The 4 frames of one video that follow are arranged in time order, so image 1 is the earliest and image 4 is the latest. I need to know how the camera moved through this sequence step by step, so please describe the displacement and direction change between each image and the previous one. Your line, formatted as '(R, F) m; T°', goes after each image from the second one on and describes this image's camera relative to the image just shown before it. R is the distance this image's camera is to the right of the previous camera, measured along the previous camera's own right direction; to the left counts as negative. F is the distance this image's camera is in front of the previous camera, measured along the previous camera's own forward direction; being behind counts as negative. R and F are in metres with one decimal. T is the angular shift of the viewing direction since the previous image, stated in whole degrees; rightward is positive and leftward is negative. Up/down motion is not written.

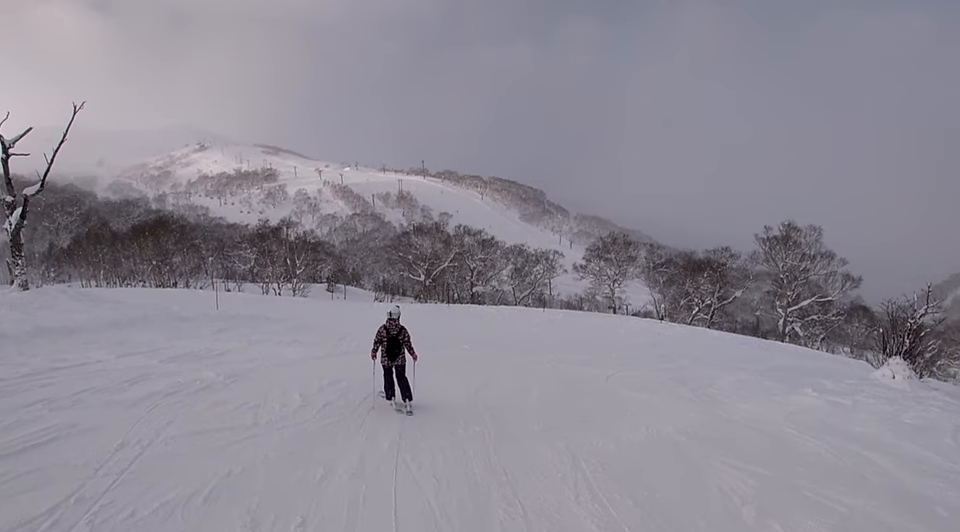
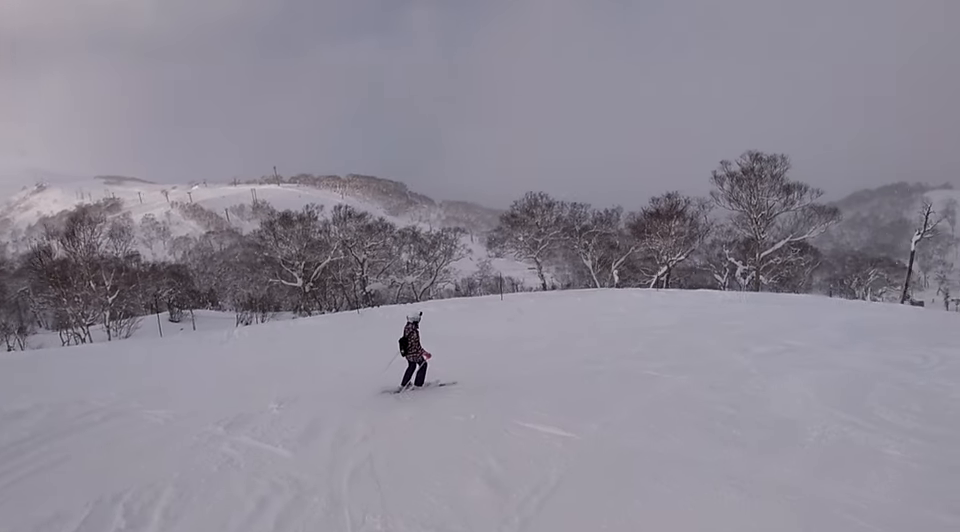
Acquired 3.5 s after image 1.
(+0.1, +15.6) m; +7°
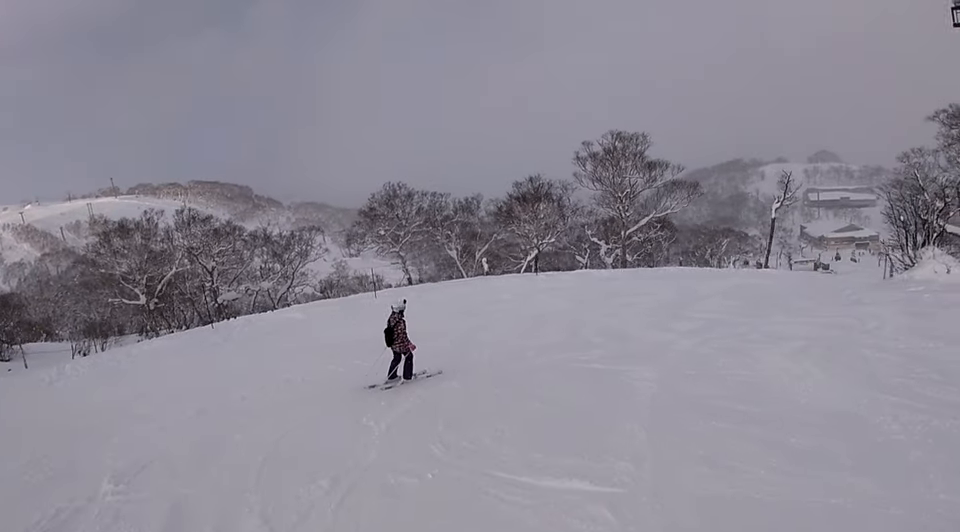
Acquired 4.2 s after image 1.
(-0.4, +2.8) m; +12°
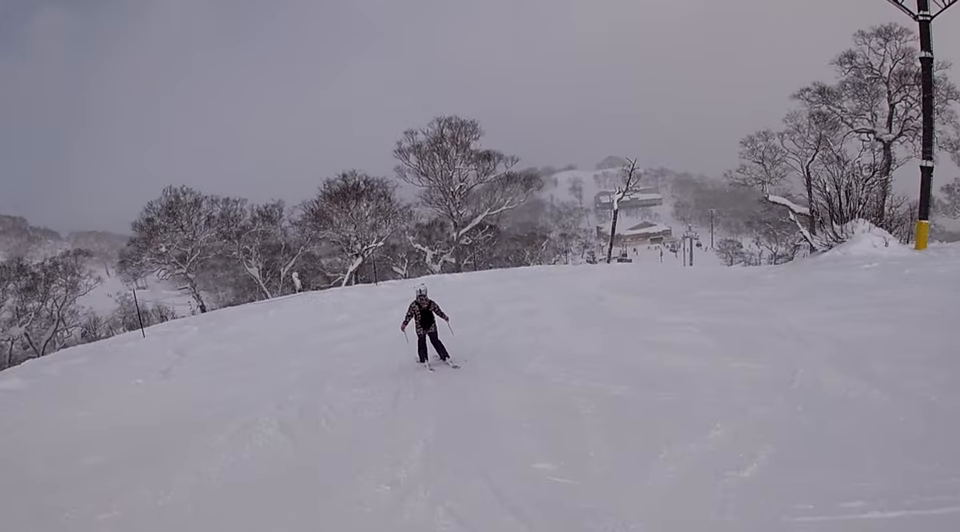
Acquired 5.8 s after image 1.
(+3.5, +7.3) m; +35°
